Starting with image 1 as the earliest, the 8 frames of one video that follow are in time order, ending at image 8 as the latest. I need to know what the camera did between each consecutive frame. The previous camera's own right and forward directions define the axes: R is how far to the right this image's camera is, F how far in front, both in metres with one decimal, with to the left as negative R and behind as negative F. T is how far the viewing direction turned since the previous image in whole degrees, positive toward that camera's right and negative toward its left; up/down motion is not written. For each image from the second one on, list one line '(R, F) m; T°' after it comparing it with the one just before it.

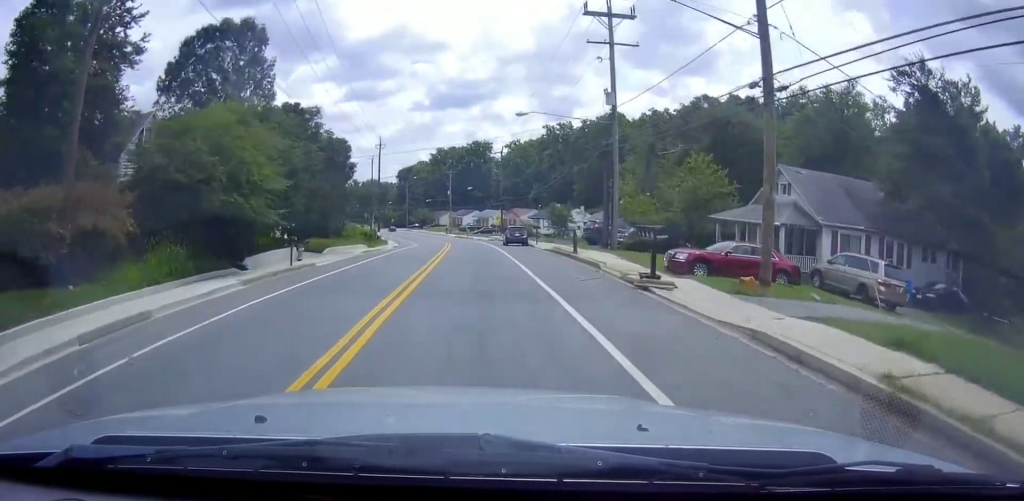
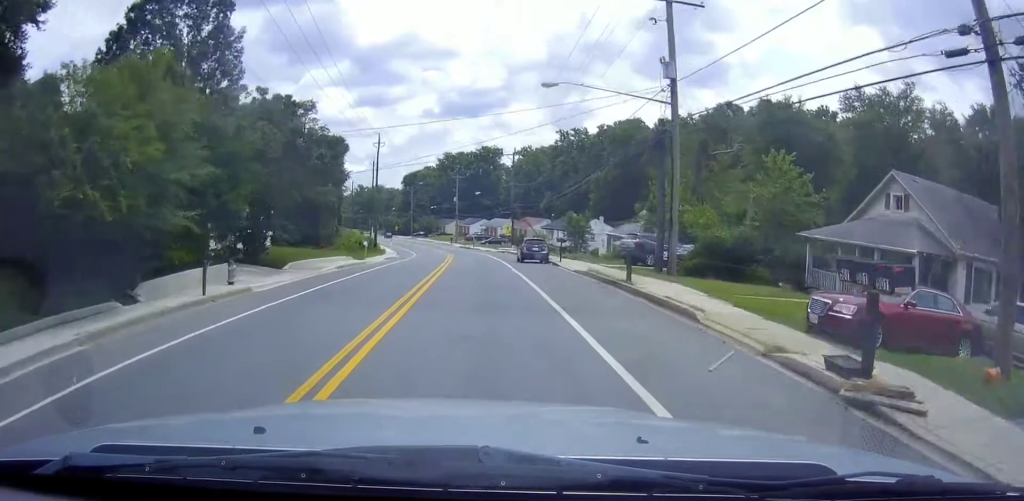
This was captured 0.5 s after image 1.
(0.0, +9.2) m; -1°
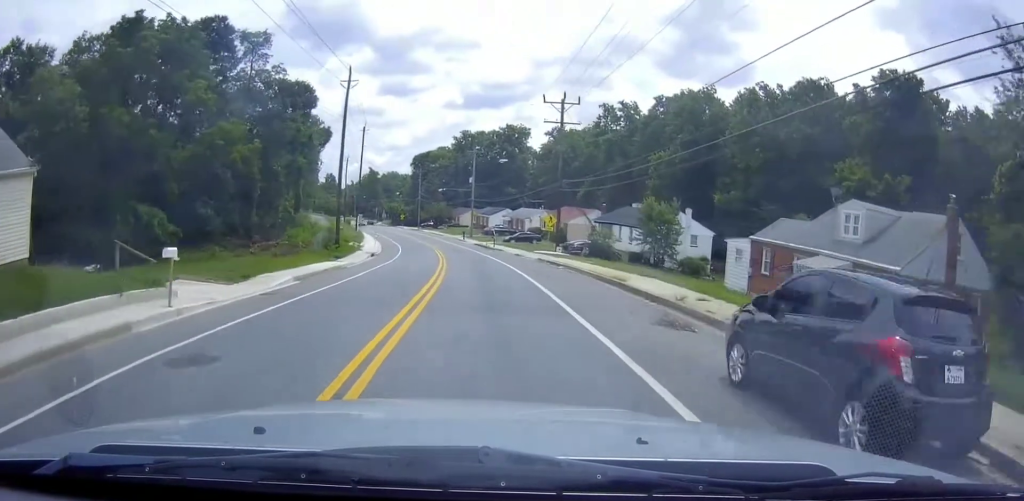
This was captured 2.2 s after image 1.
(-0.5, +29.9) m; -2°
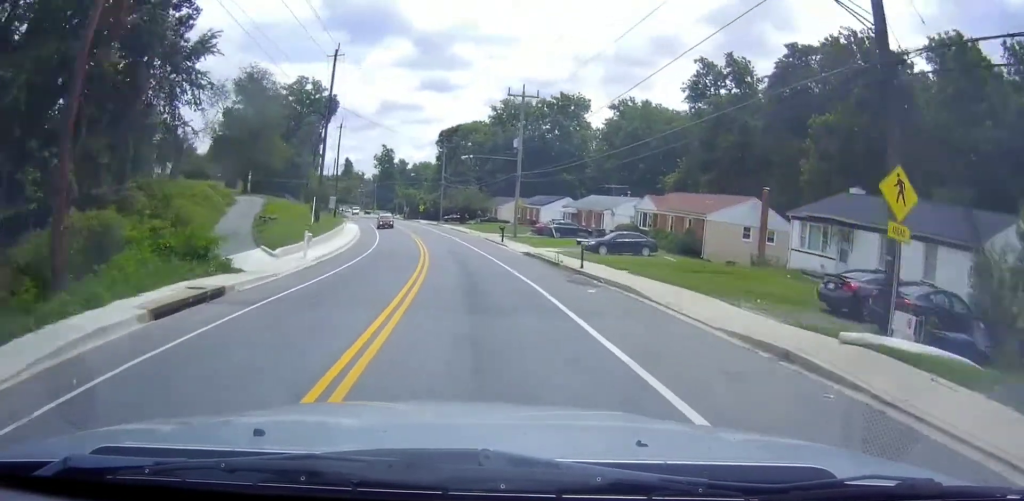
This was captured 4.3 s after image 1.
(-1.4, +38.2) m; -5°
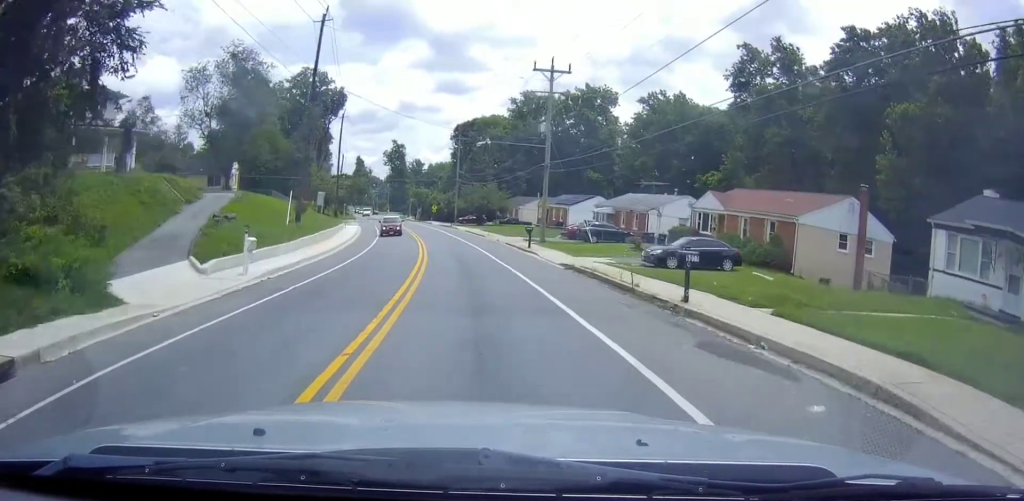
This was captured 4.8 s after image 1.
(+0.1, +10.5) m; -2°
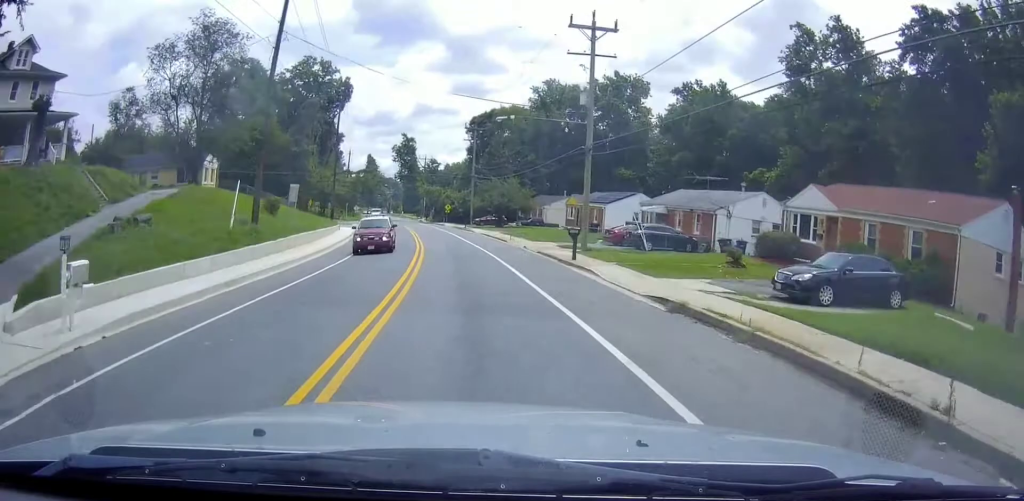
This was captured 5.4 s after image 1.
(-0.3, +11.2) m; -2°
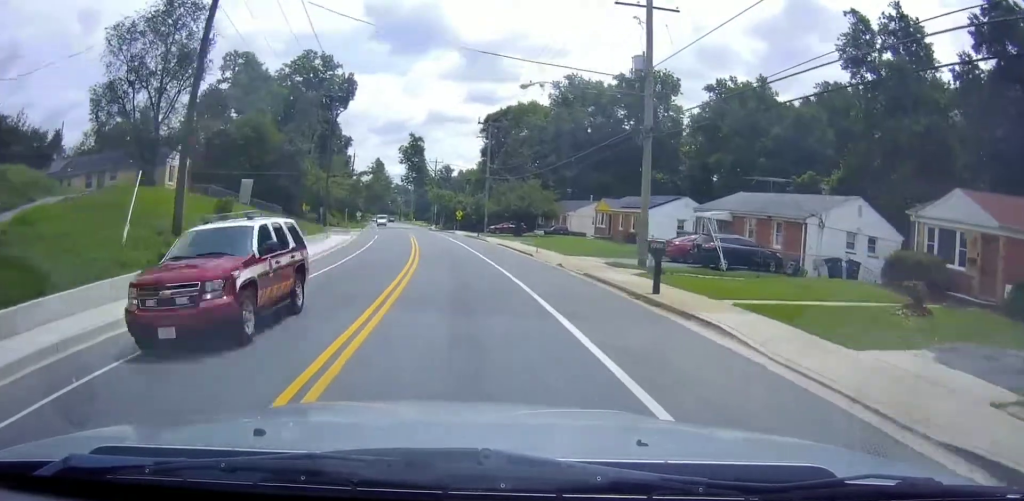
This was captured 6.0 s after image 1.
(-0.2, +9.7) m; -2°
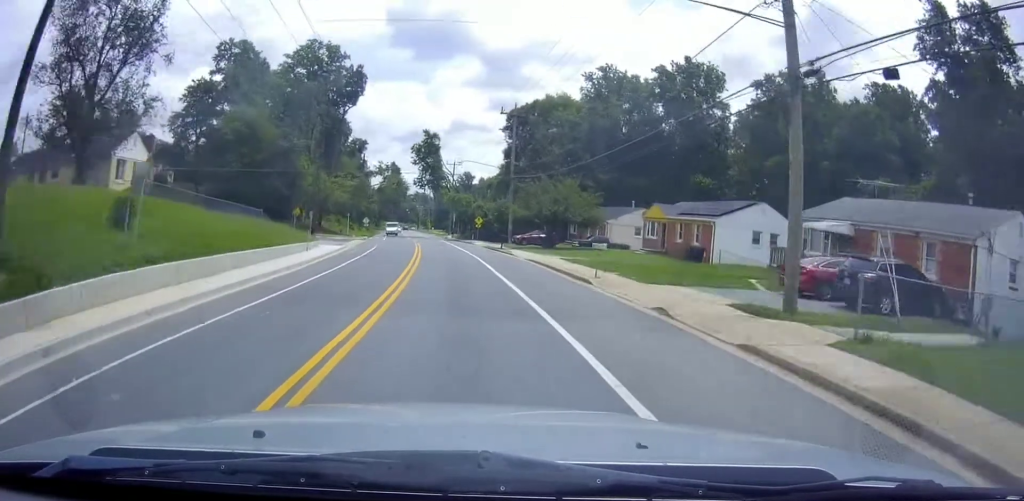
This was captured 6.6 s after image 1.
(-0.1, +11.0) m; -1°
